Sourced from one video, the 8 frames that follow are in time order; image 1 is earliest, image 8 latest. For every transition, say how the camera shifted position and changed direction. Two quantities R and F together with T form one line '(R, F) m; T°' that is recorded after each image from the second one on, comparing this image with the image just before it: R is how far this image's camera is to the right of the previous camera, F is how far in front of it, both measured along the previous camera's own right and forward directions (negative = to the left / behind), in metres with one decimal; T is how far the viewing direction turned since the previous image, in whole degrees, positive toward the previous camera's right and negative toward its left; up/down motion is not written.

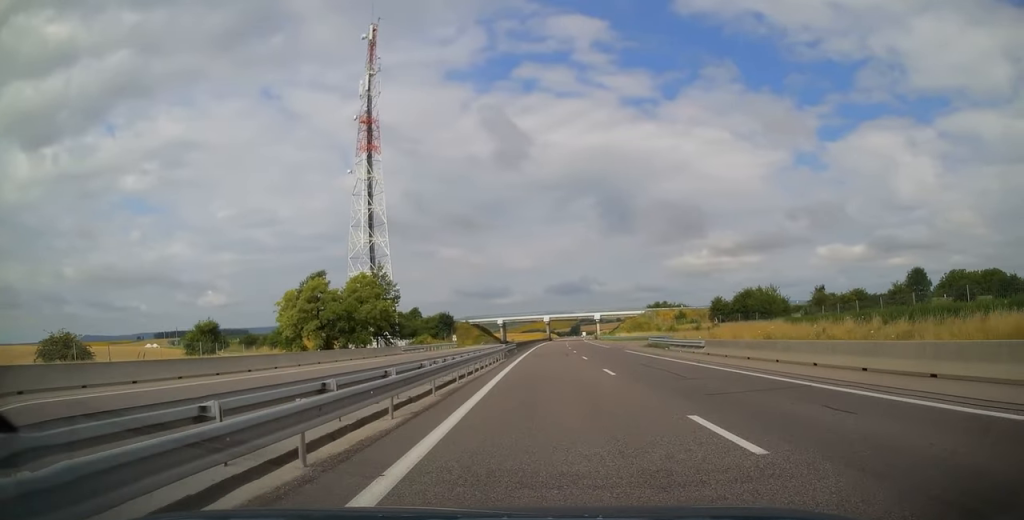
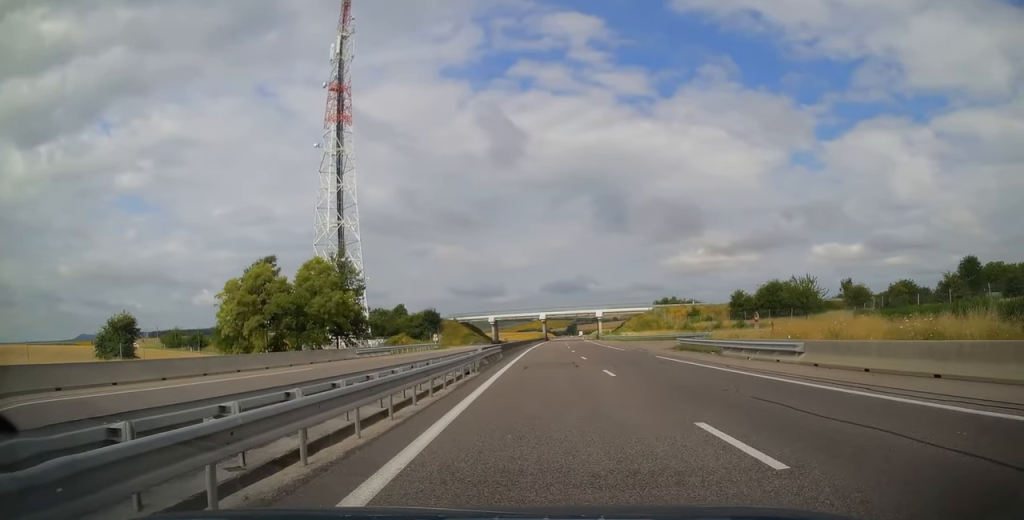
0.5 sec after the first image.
(-0.1, +13.7) m; 0°
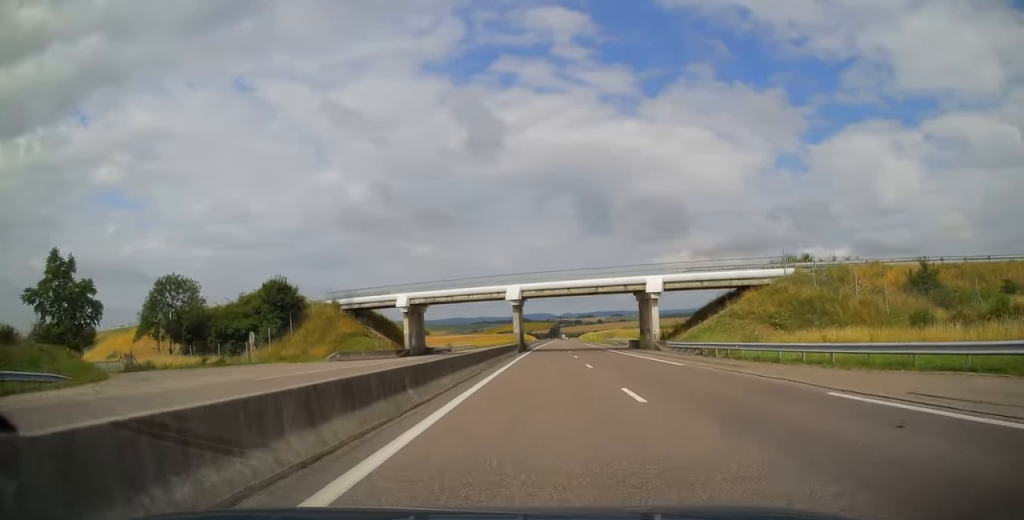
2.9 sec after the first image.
(+1.4, +72.1) m; +2°
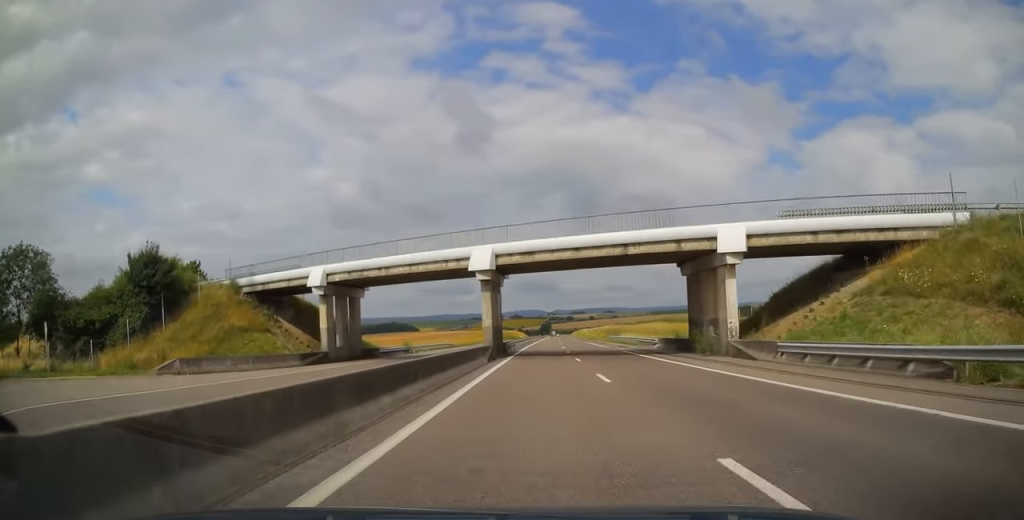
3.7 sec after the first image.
(+0.2, +21.6) m; +1°
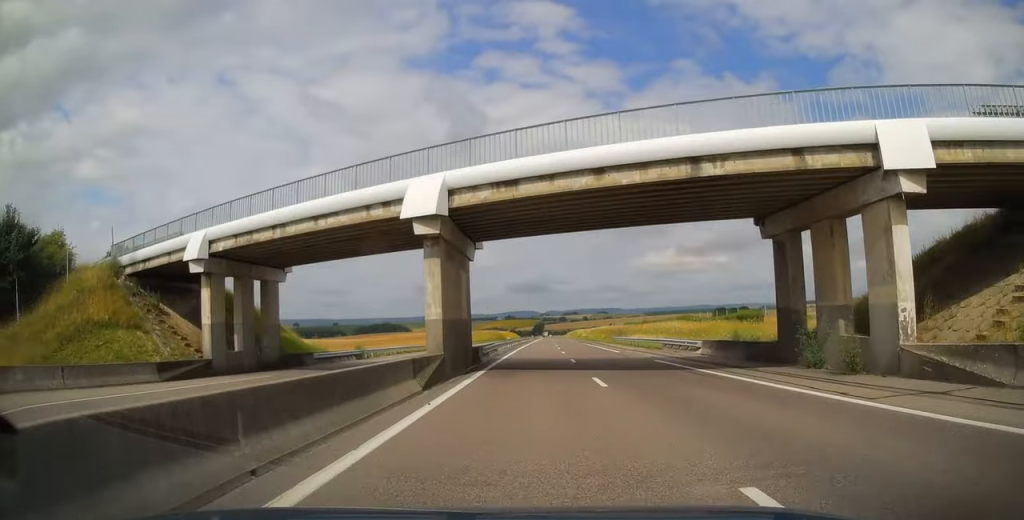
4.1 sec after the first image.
(+0.2, +14.2) m; 0°
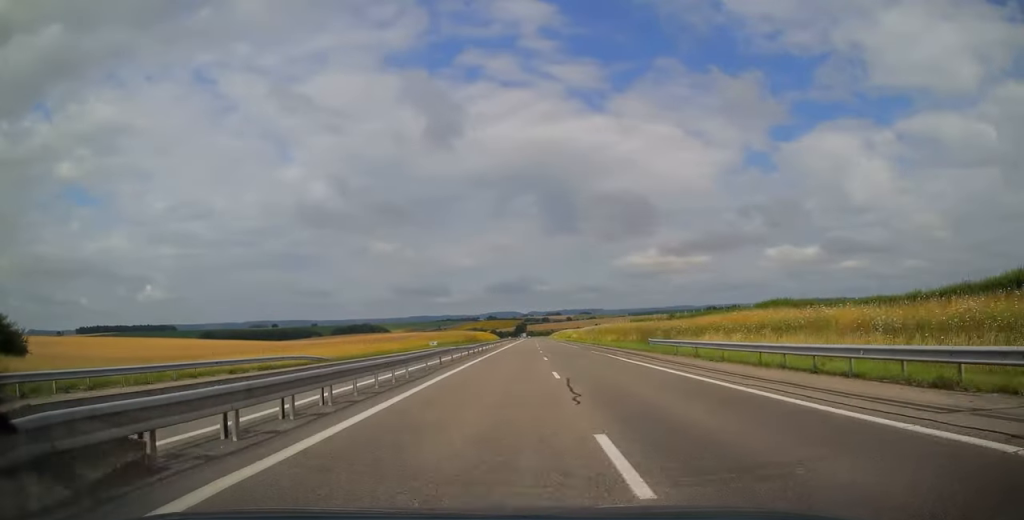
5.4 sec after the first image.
(+0.3, +36.3) m; 0°
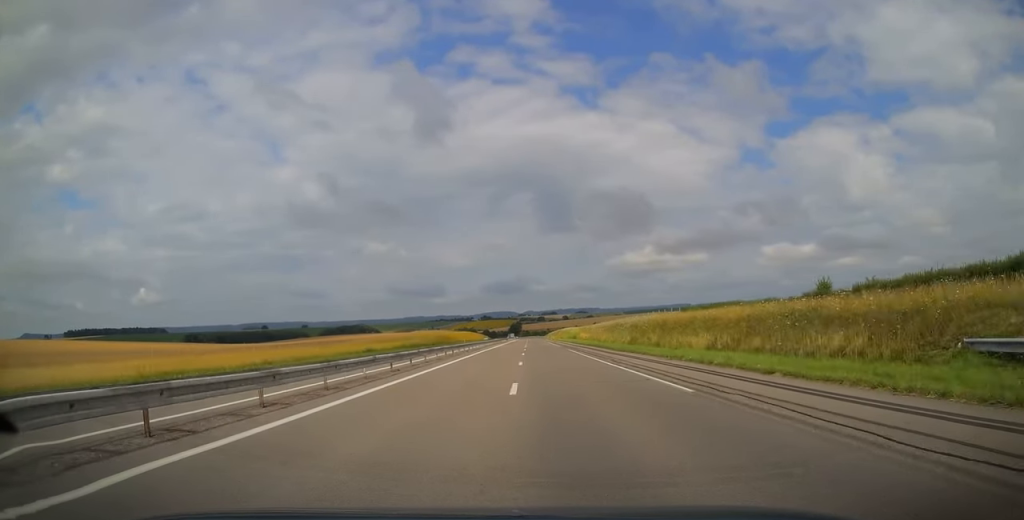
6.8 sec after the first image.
(-0.1, +43.6) m; -1°
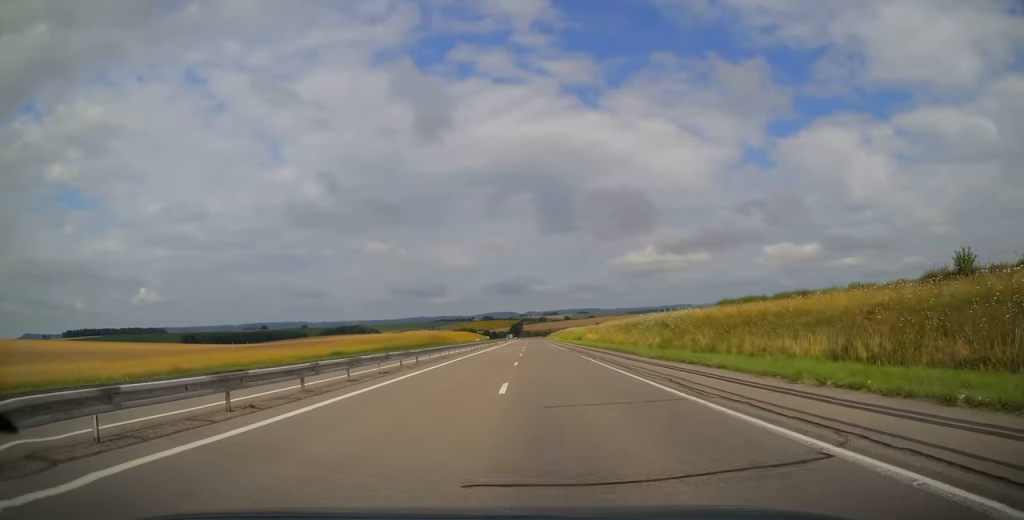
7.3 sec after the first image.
(-0.2, +12.7) m; 0°
